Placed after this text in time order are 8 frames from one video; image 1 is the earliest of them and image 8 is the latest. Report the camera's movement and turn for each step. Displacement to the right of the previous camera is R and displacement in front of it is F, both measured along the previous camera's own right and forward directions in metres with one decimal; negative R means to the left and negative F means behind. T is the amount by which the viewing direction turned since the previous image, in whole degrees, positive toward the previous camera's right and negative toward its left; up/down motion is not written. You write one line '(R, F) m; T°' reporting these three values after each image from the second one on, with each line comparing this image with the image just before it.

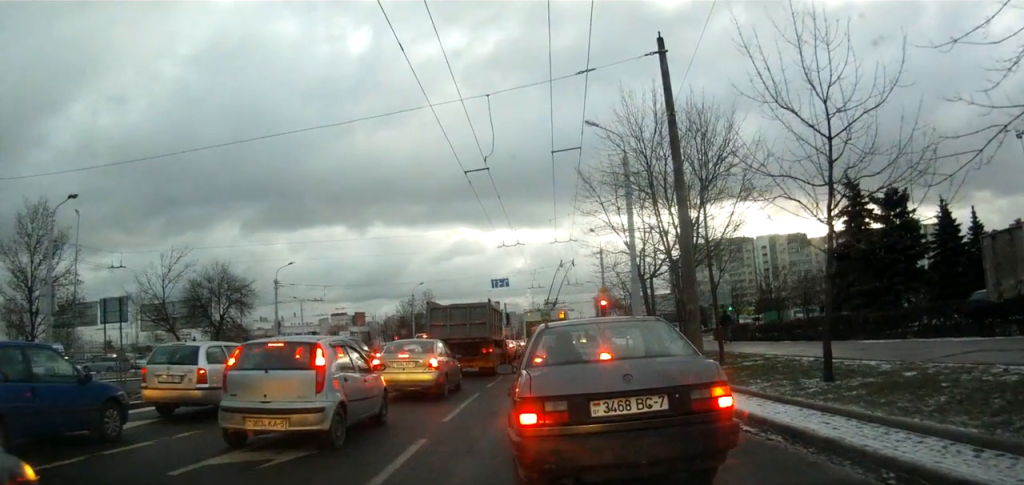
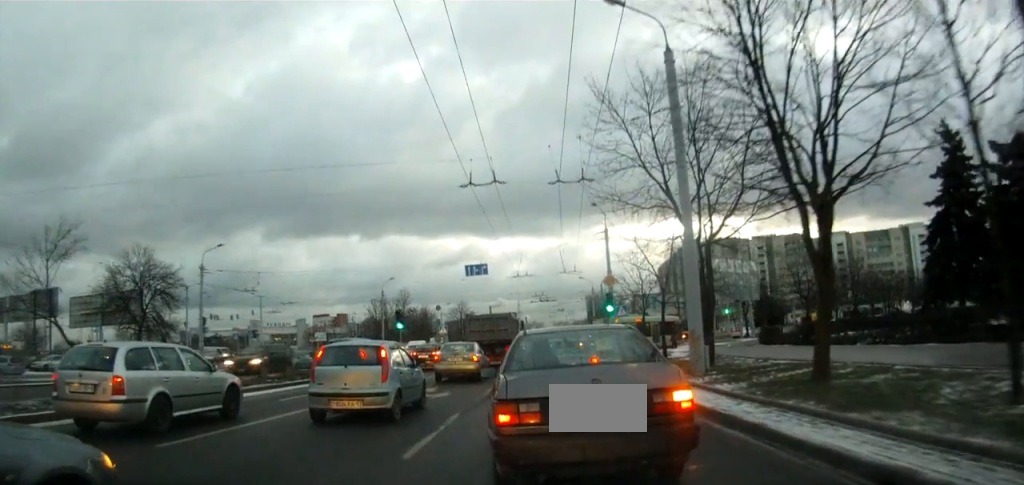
(+1.3, +10.7) m; +6°
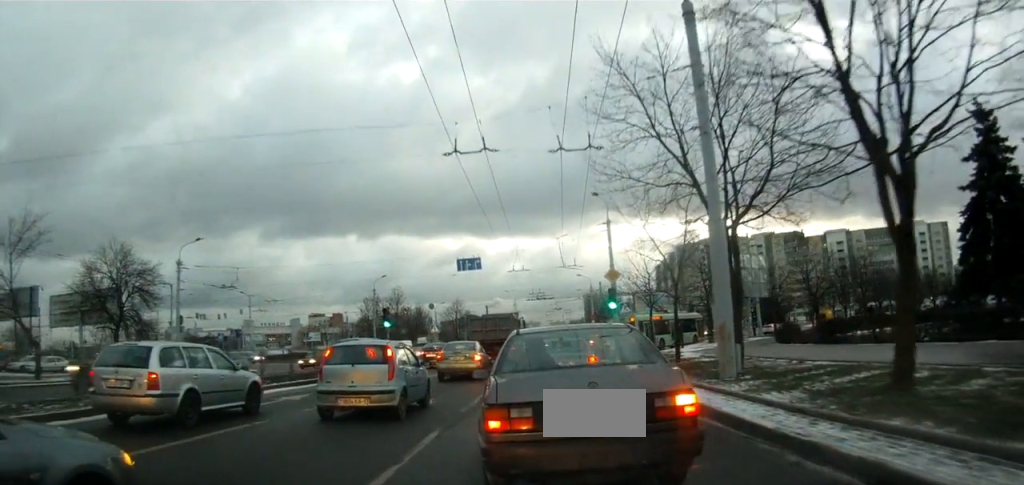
(0.0, +2.6) m; -5°
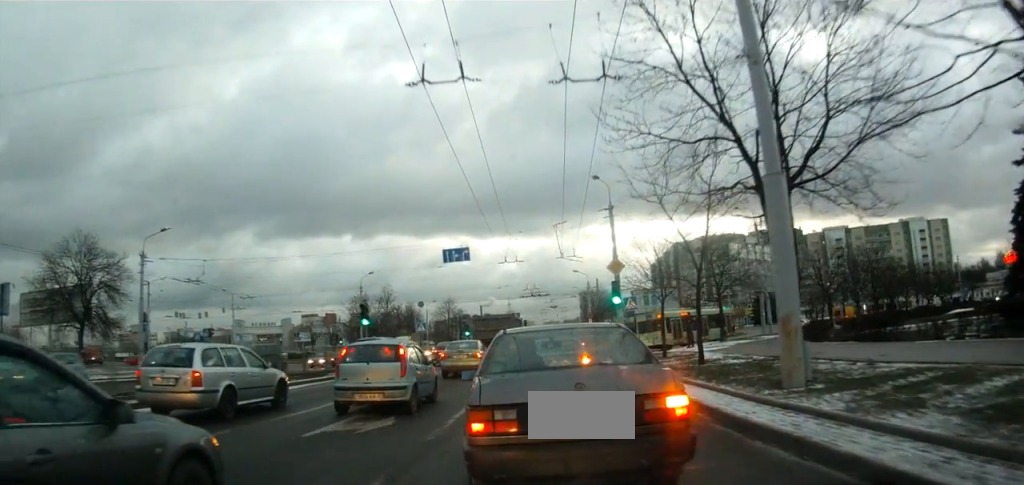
(-0.4, +3.9) m; -2°
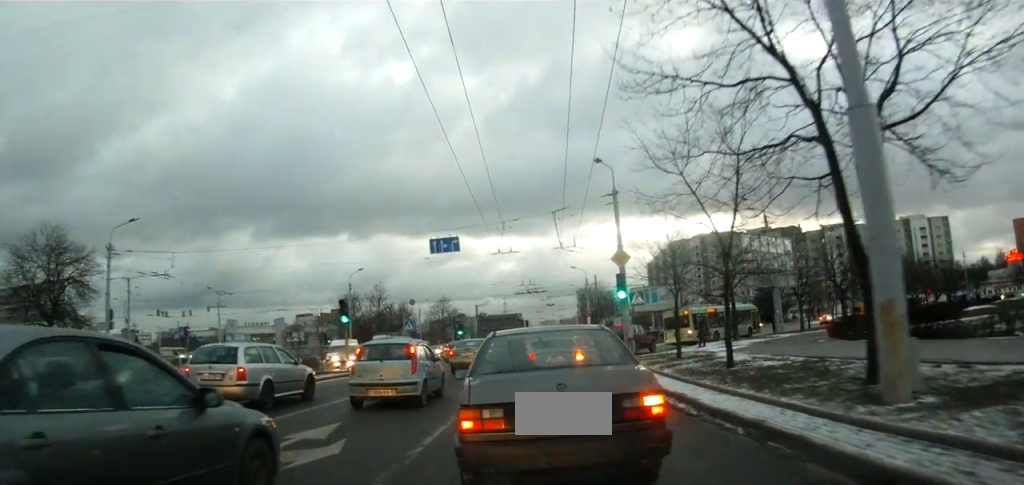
(+0.1, +3.4) m; +4°
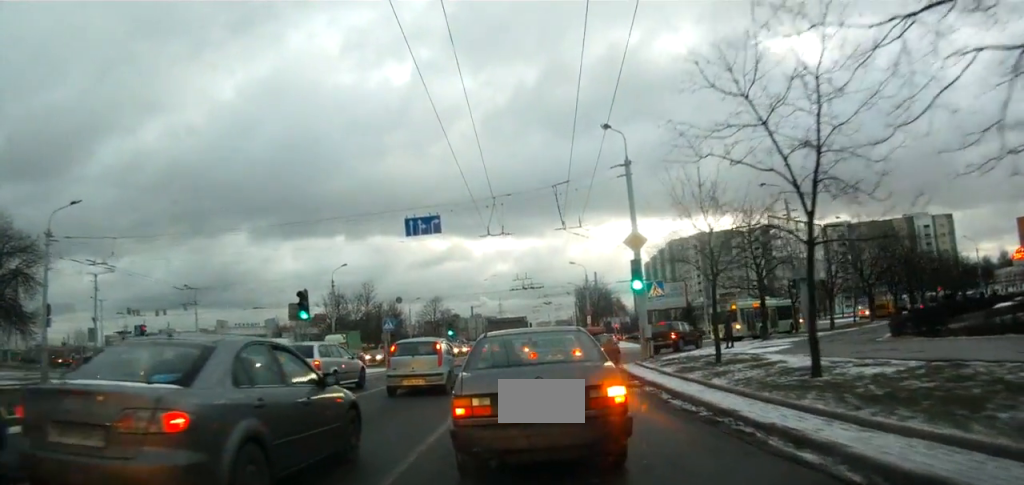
(+0.3, +5.6) m; +4°
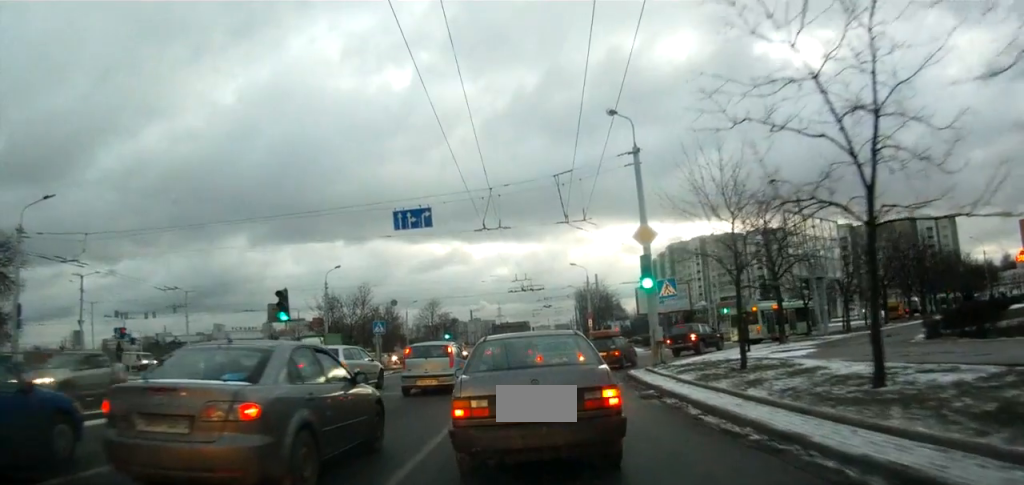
(0.0, +2.3) m; 0°
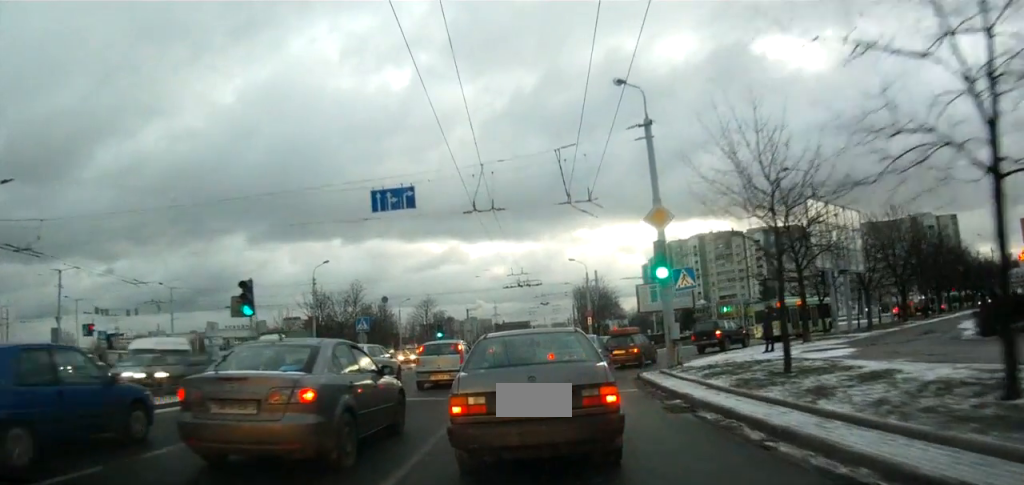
(0.0, +2.7) m; 0°
